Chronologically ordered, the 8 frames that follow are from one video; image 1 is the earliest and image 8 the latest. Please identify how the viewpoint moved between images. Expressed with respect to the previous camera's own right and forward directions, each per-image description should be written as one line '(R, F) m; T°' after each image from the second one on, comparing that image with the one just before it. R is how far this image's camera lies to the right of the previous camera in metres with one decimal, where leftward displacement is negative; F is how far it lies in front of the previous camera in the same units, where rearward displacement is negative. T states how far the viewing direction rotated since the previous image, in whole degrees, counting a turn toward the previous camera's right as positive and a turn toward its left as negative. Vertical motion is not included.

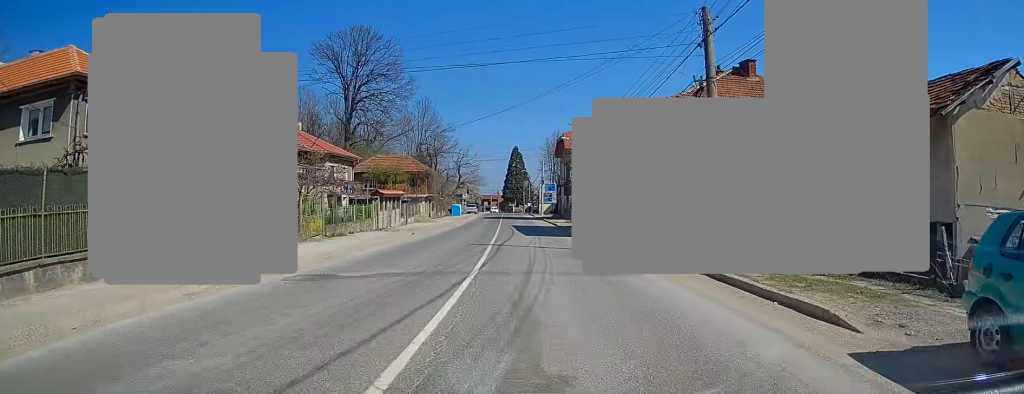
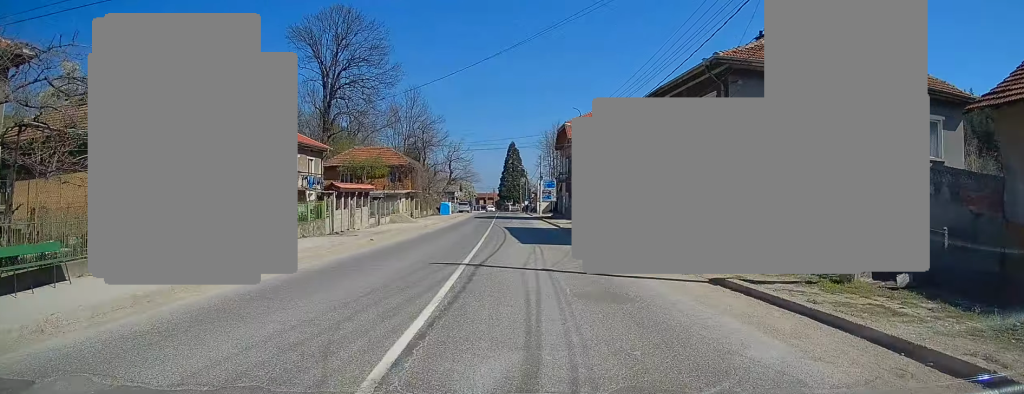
(0.0, +8.0) m; 0°
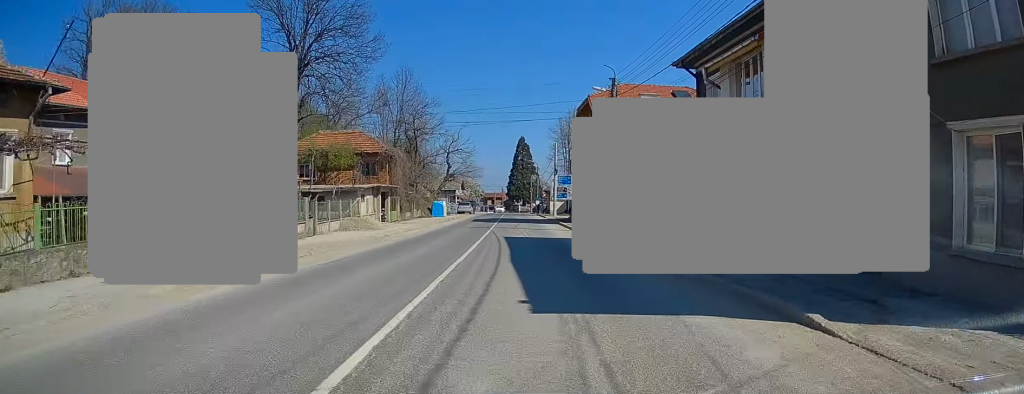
(0.0, +13.7) m; -1°
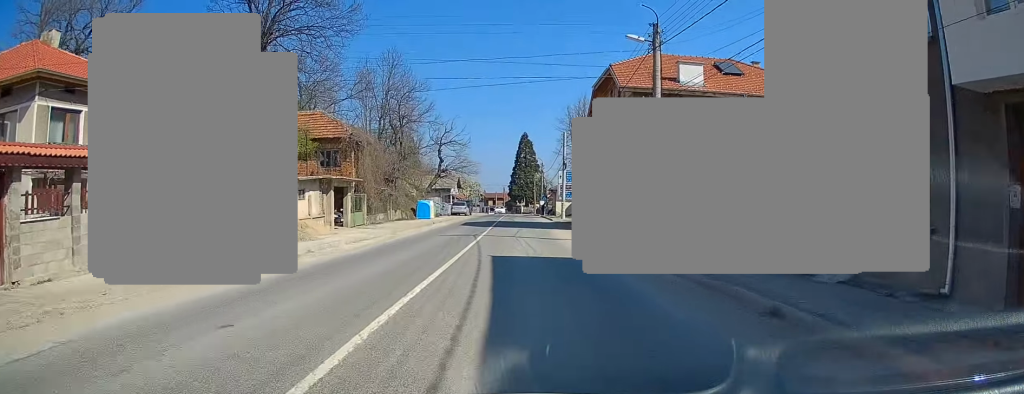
(-0.1, +10.1) m; -1°
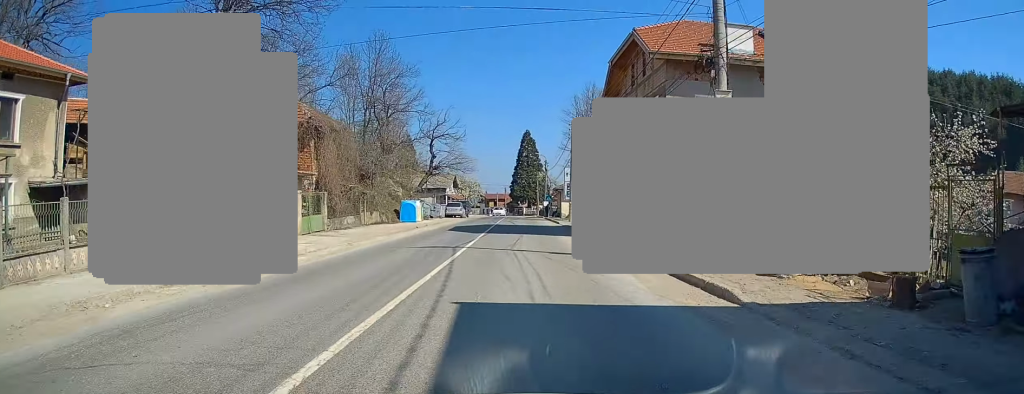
(0.0, +7.3) m; -1°
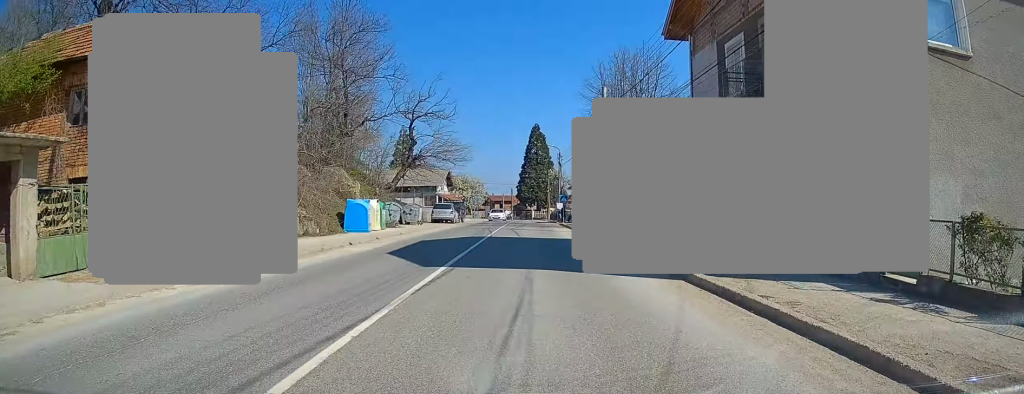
(-0.1, +14.7) m; 0°
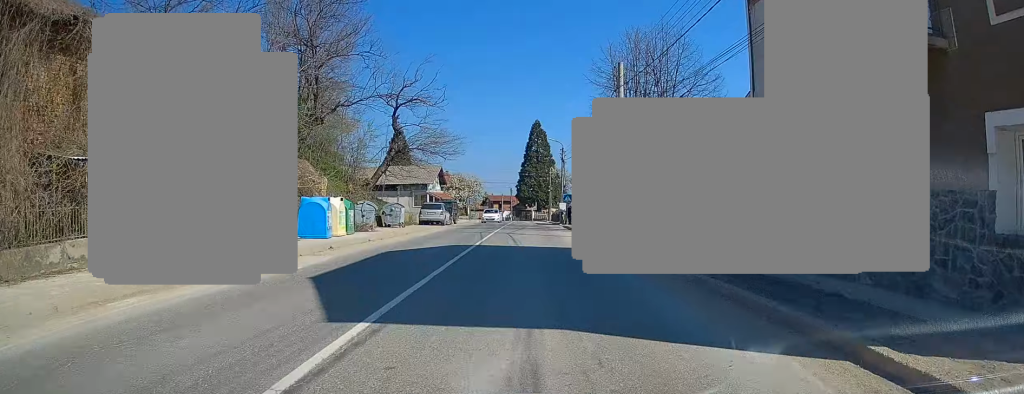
(0.0, +5.8) m; 0°
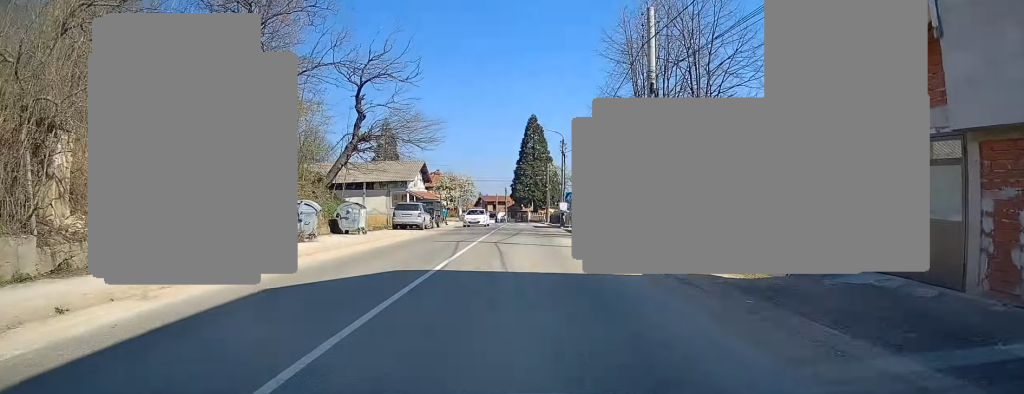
(+0.1, +7.8) m; 0°
